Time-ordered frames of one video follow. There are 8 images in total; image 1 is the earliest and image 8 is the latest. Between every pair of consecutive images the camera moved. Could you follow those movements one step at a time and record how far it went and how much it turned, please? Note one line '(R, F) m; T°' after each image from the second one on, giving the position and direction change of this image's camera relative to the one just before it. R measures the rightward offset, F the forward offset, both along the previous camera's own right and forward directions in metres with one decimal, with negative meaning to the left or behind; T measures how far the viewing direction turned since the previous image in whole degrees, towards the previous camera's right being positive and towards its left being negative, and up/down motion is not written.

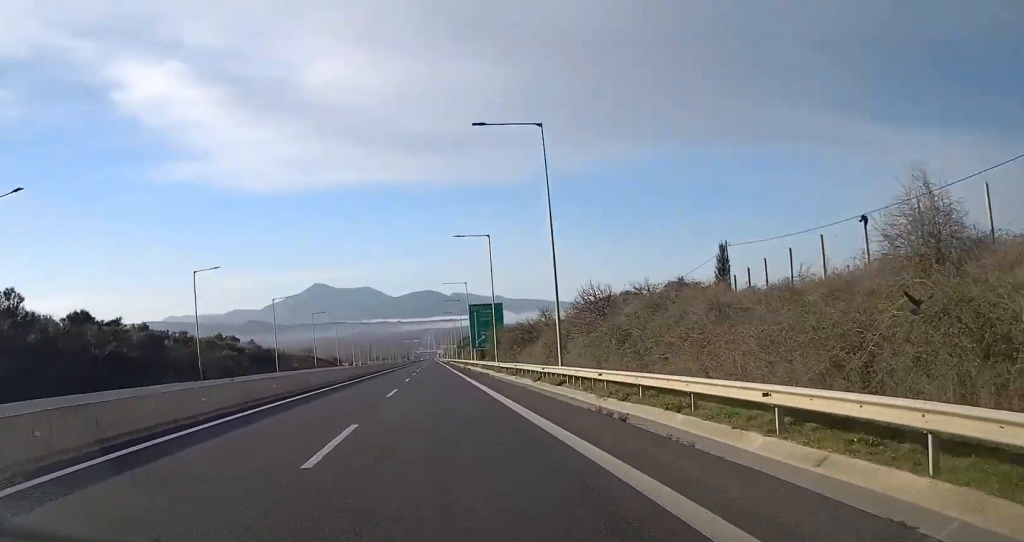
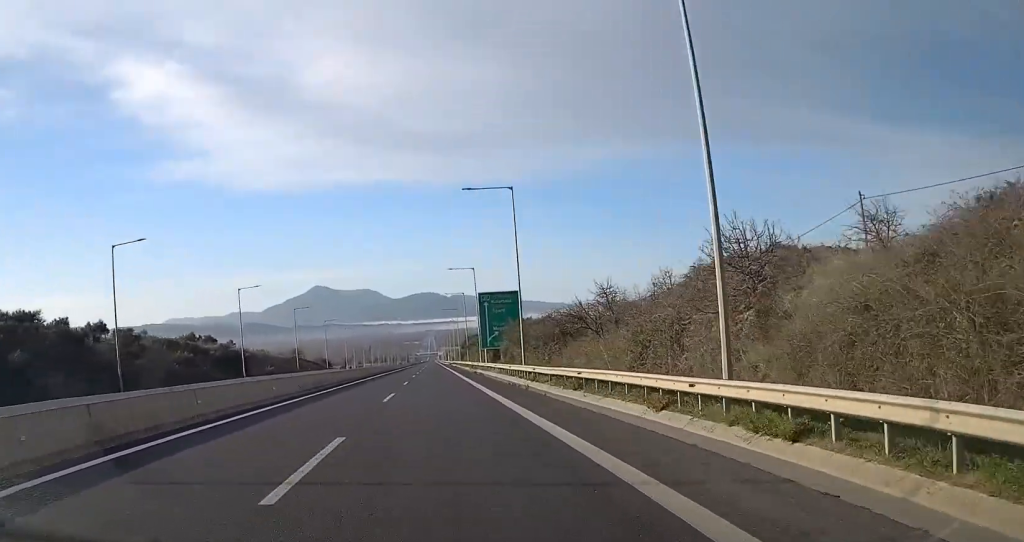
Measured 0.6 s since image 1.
(+0.1, +19.8) m; 0°
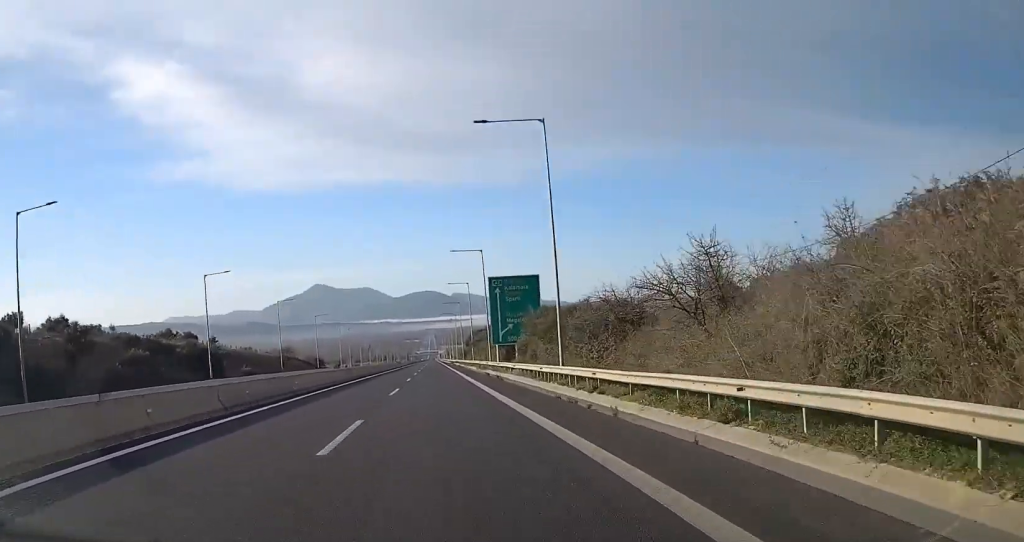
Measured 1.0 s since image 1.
(0.0, +14.3) m; 0°
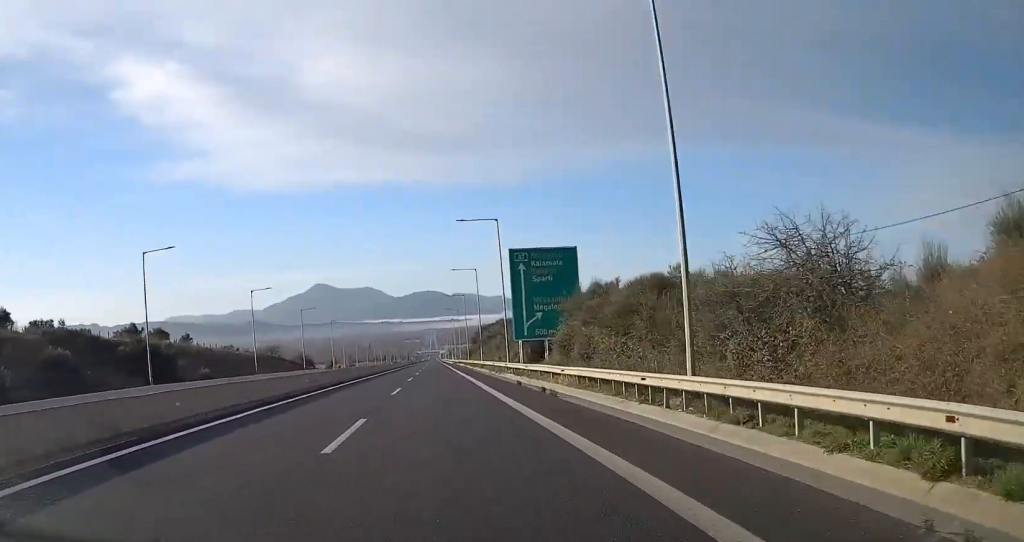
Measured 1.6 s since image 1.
(-0.1, +17.7) m; 0°
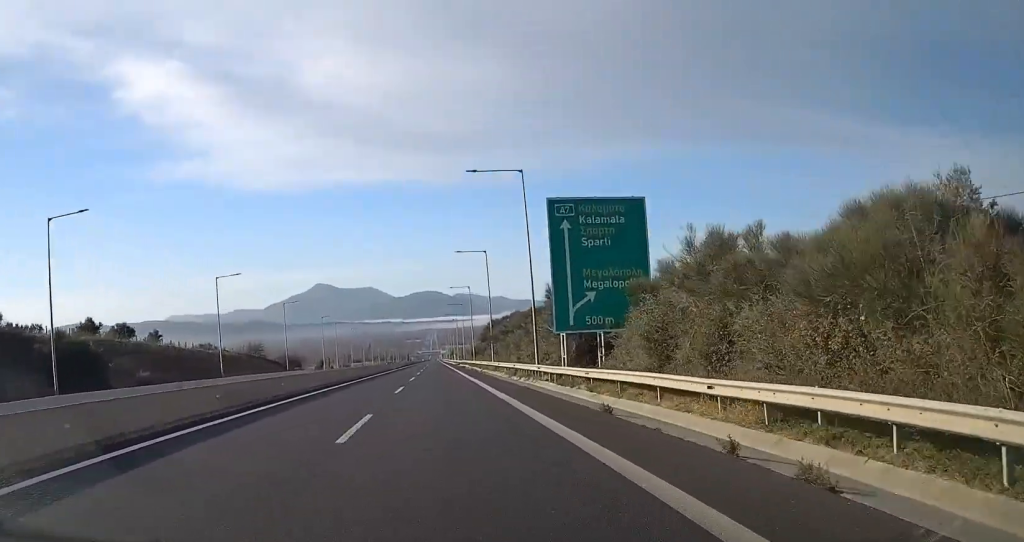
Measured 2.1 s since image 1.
(0.0, +16.6) m; 0°
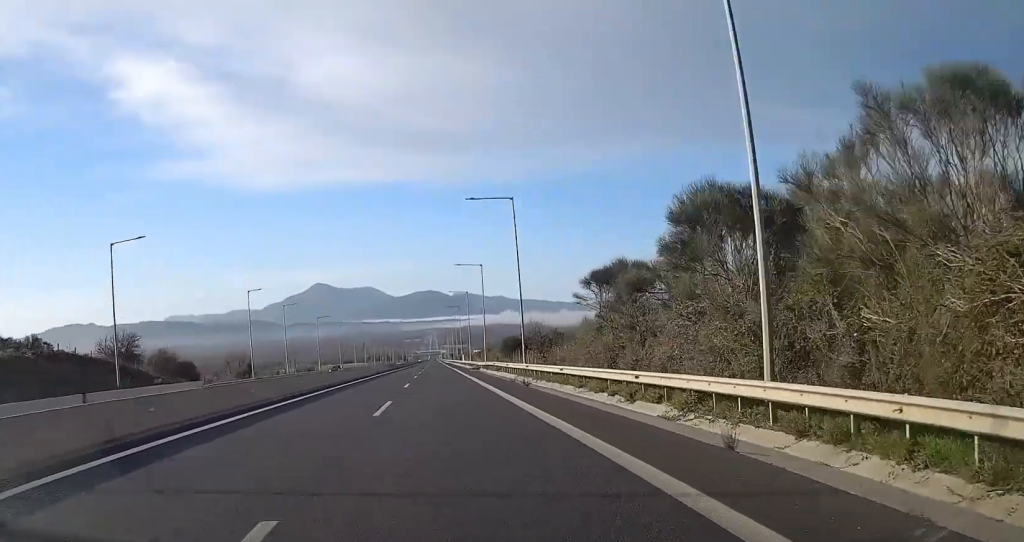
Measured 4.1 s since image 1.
(+0.2, +66.6) m; 0°
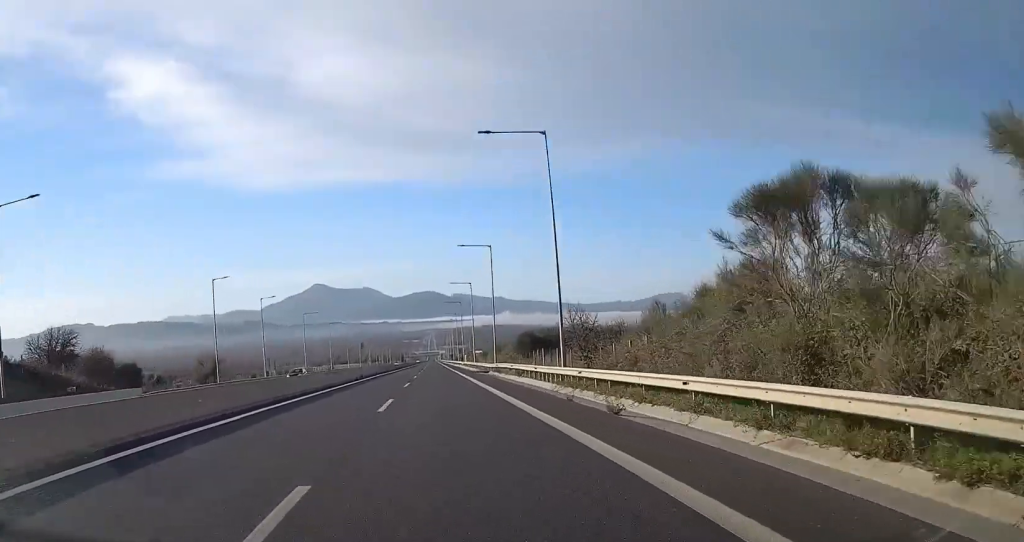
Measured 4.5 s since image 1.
(-0.1, +15.5) m; 0°
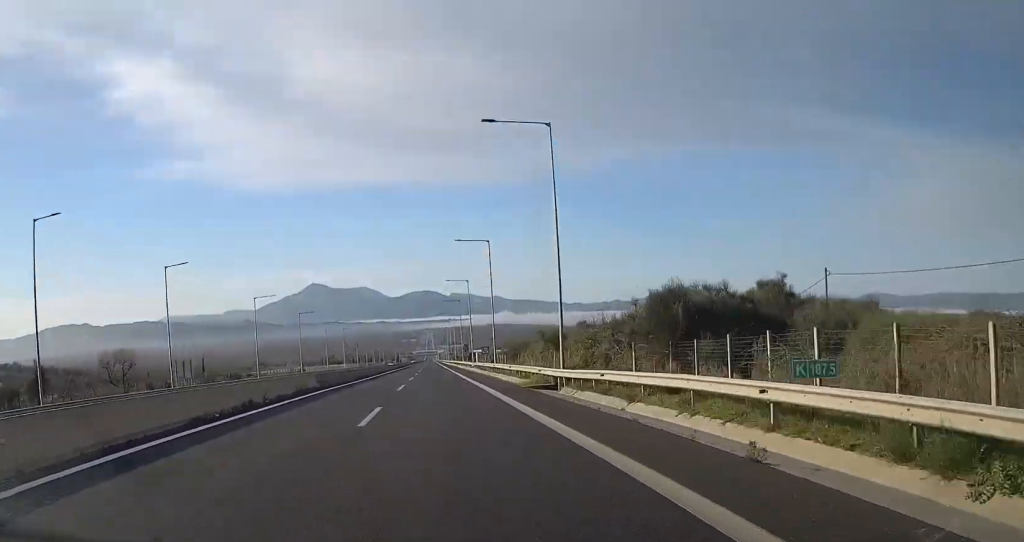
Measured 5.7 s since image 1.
(+0.1, +40.1) m; 0°
